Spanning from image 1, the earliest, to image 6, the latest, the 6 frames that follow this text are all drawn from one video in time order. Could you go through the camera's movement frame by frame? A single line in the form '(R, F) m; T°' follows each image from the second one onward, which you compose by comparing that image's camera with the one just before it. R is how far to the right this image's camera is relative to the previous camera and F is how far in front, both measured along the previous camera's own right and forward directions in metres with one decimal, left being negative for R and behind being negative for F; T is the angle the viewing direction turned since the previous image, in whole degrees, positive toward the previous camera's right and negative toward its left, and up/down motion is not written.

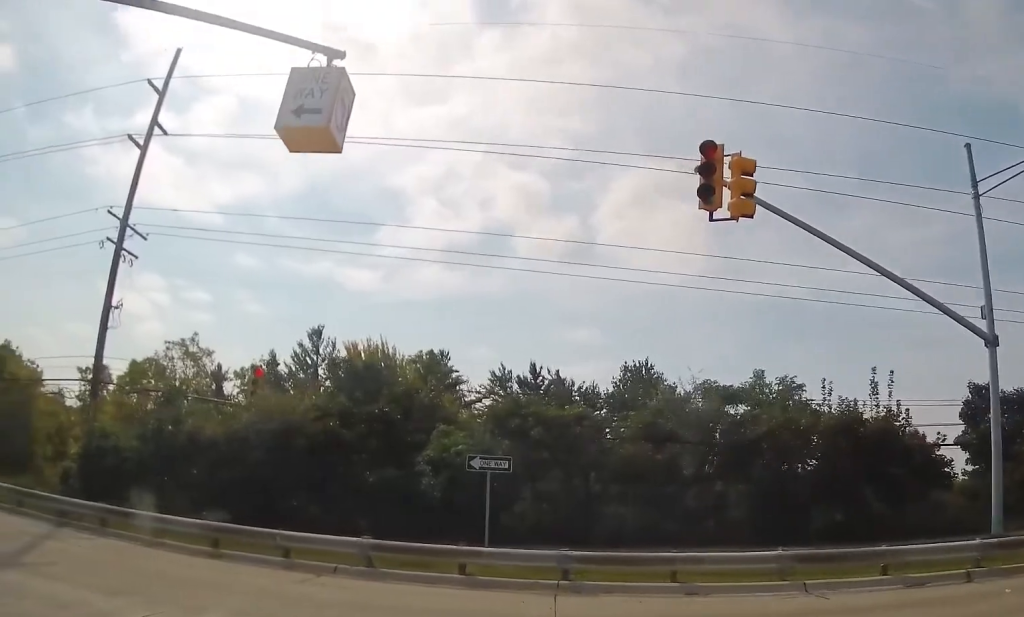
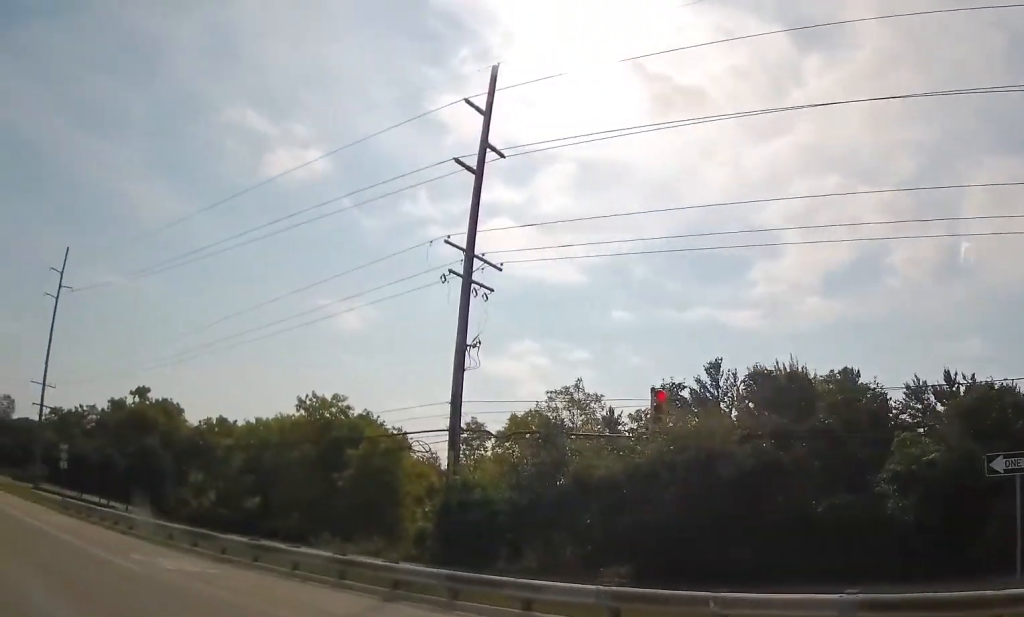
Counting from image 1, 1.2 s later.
(-0.5, +3.7) m; -15°
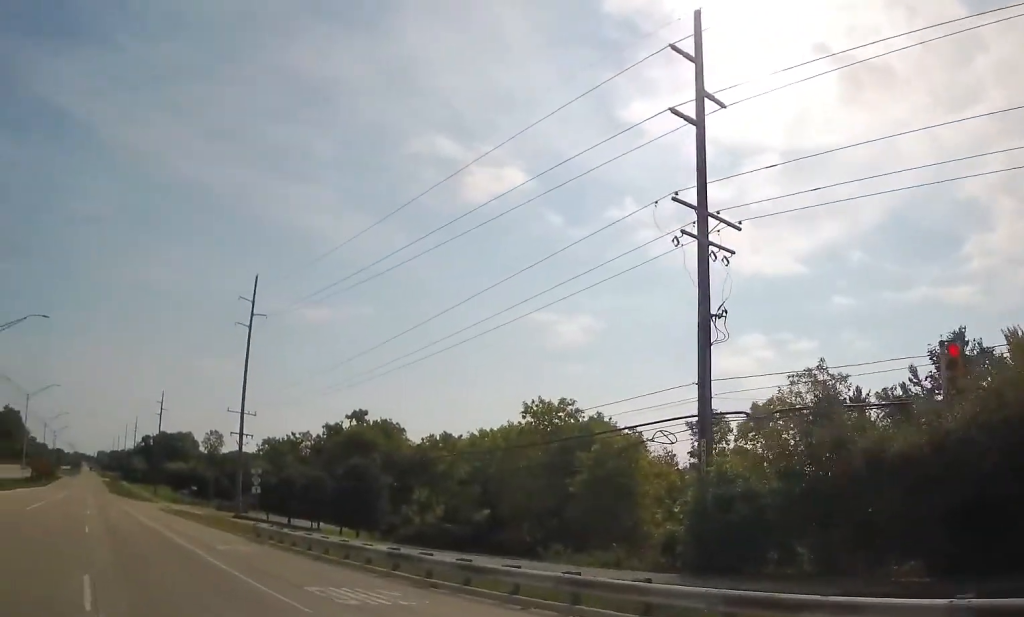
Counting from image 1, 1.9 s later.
(-0.2, +3.1) m; -15°
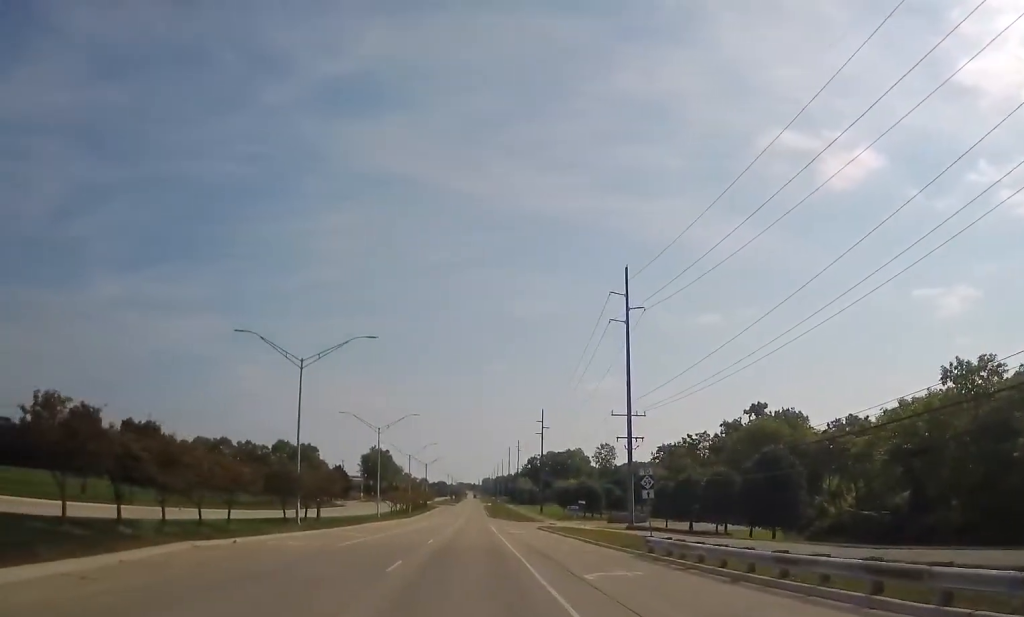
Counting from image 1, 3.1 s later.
(-1.8, +6.7) m; -23°
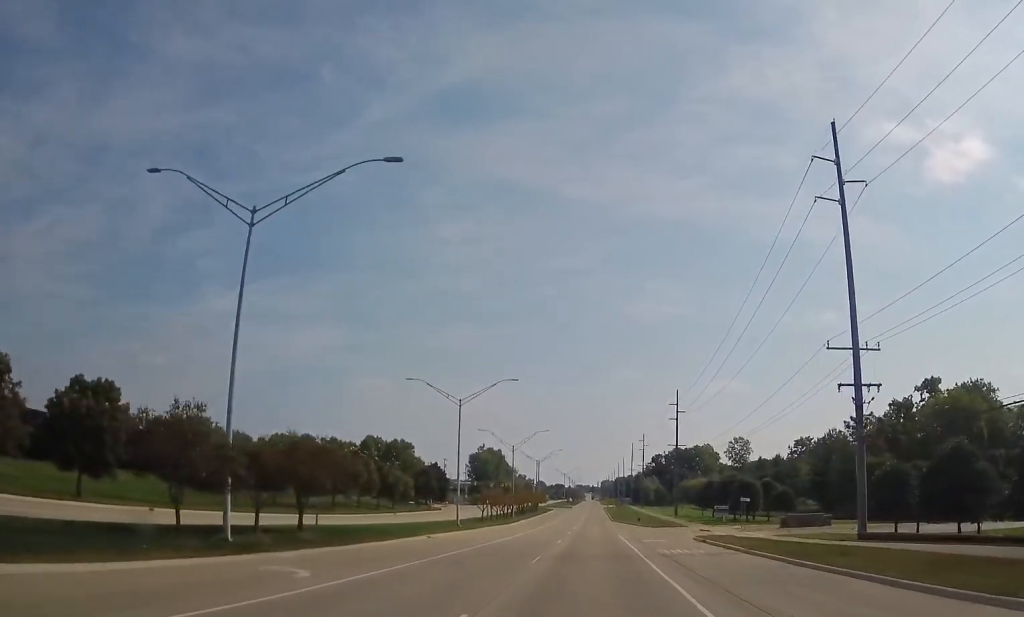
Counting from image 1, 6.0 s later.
(-4.3, +26.9) m; -12°
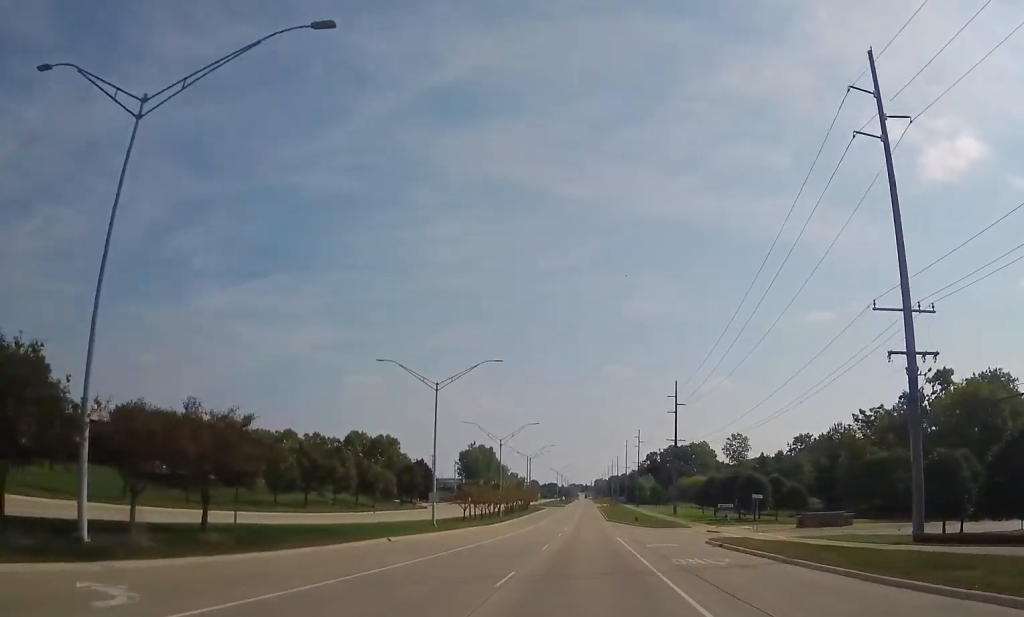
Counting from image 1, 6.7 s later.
(0.0, +8.2) m; 0°
